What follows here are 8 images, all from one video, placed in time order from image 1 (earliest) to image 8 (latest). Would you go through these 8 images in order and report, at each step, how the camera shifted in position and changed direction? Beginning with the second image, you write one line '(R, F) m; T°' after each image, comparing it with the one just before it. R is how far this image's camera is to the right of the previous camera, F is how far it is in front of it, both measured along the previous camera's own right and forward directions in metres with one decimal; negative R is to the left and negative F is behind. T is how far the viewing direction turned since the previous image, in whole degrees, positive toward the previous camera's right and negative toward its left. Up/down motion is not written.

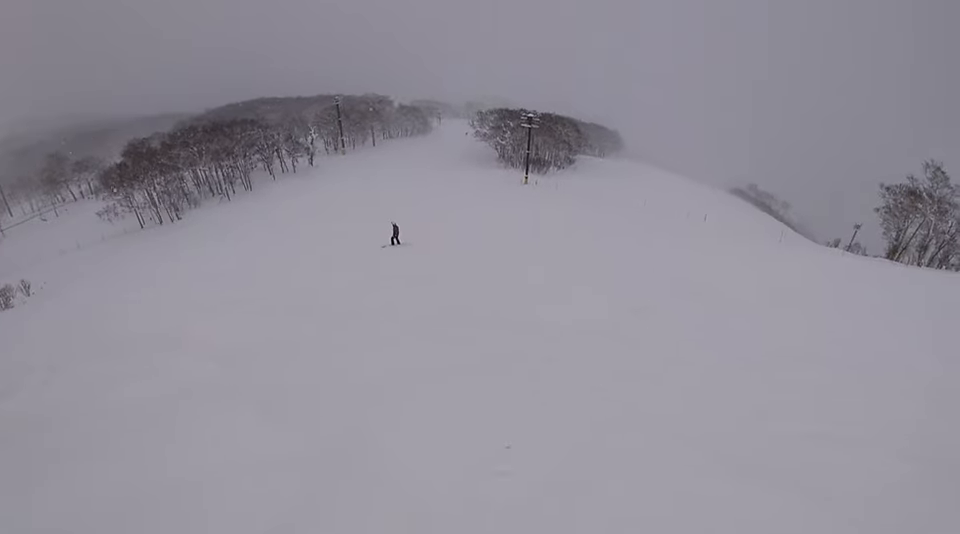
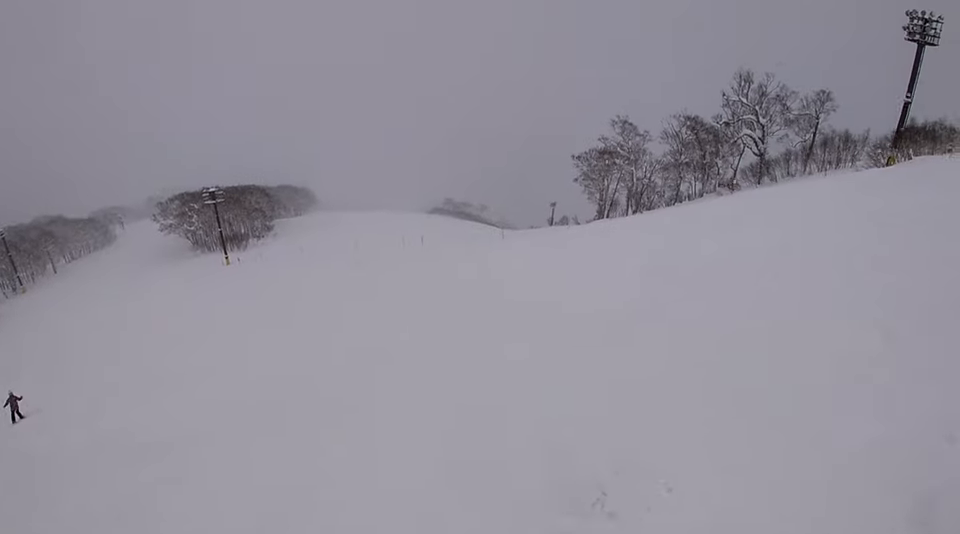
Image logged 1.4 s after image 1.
(+1.5, +6.1) m; +32°
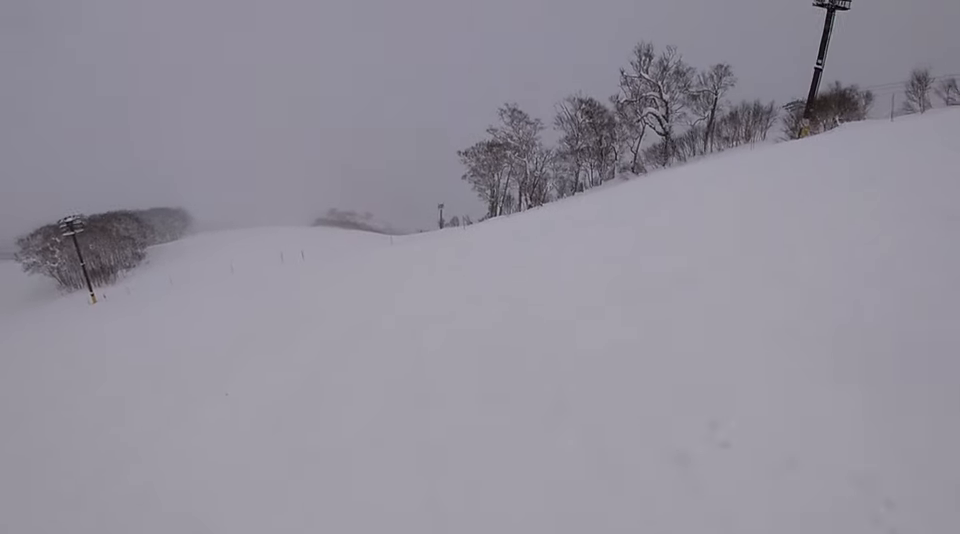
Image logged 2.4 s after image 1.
(+1.0, +5.2) m; +9°
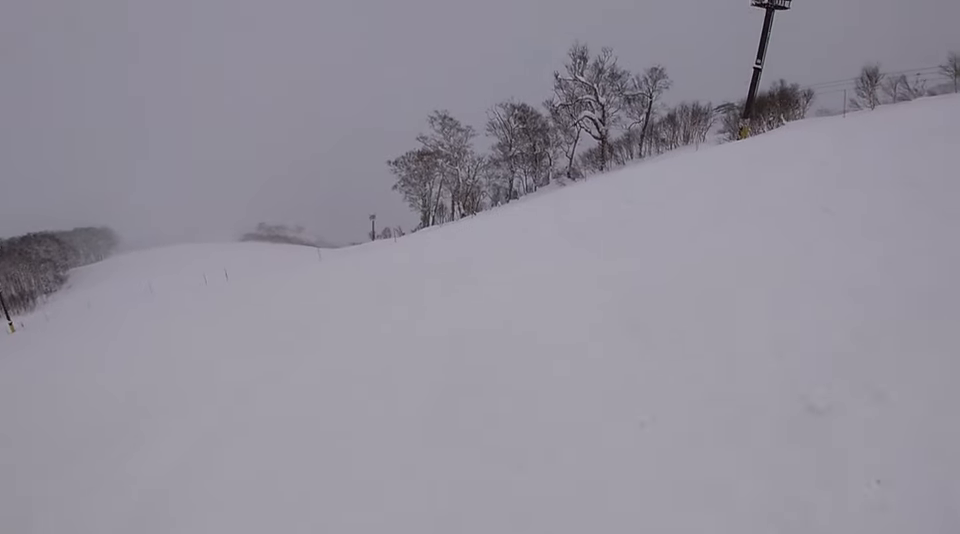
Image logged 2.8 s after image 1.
(+0.2, +2.5) m; 0°
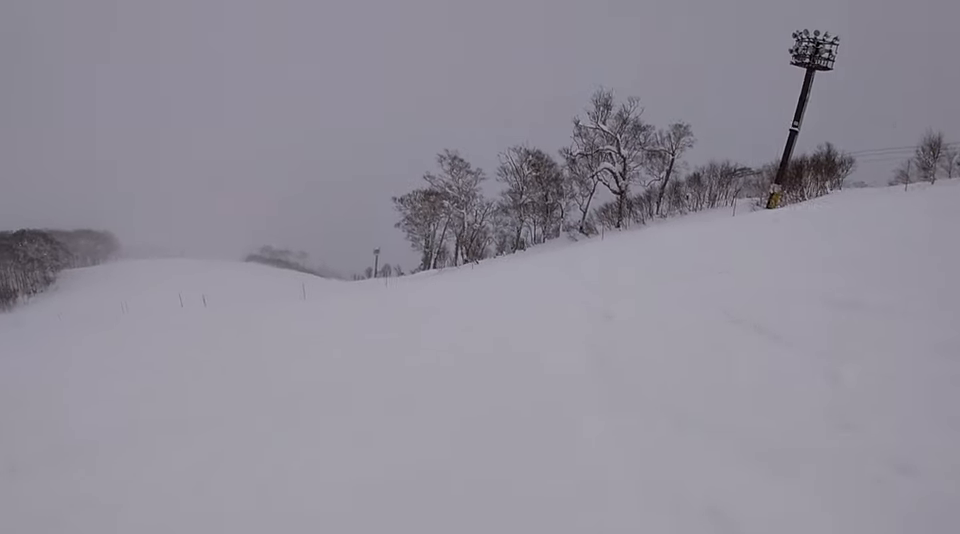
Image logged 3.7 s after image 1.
(-0.6, +5.4) m; -9°
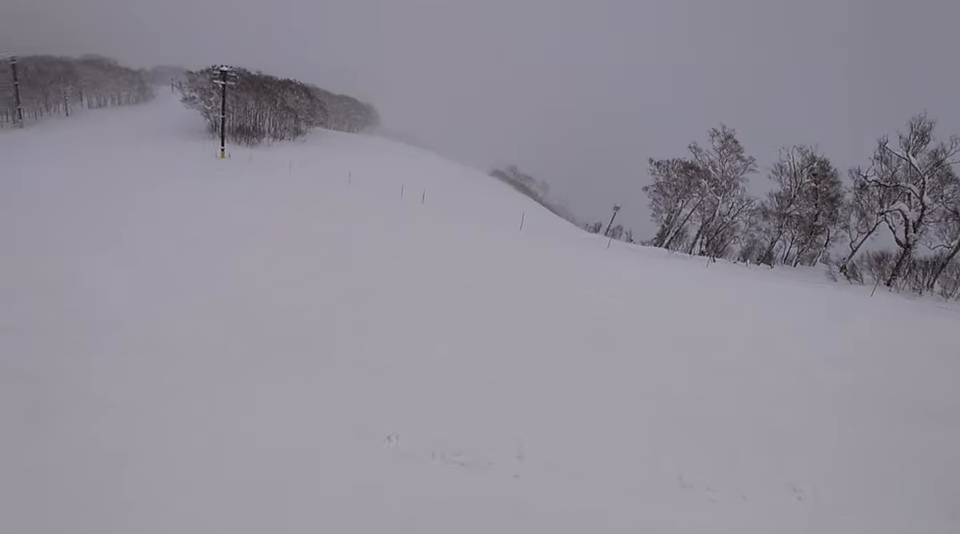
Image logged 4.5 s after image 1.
(-0.3, +5.3) m; -18°
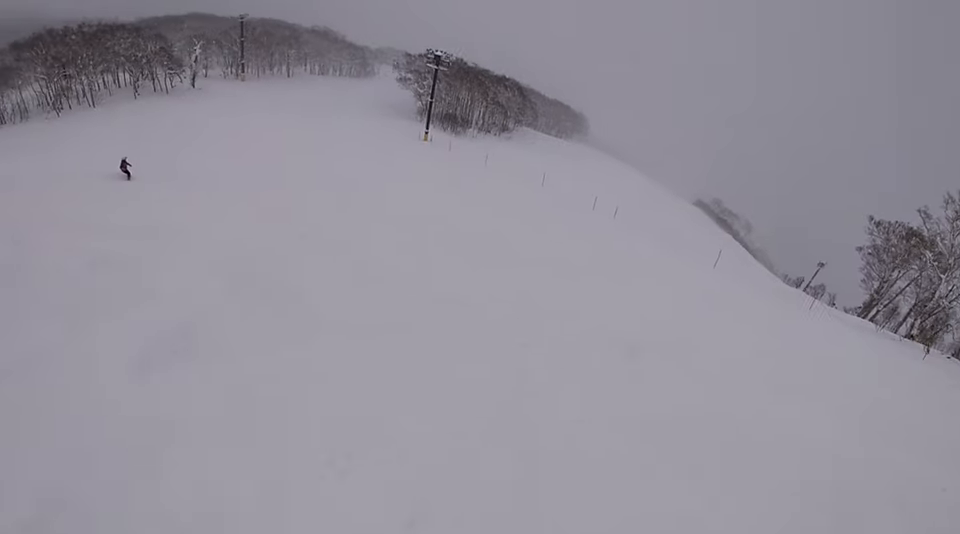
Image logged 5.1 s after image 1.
(-0.6, +3.4) m; -16°
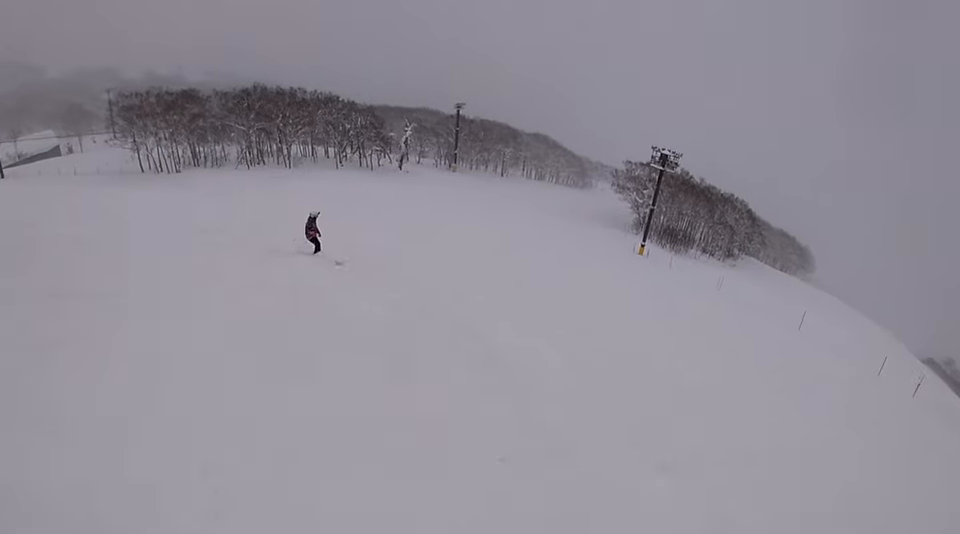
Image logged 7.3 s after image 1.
(-6.0, +13.4) m; -38°
